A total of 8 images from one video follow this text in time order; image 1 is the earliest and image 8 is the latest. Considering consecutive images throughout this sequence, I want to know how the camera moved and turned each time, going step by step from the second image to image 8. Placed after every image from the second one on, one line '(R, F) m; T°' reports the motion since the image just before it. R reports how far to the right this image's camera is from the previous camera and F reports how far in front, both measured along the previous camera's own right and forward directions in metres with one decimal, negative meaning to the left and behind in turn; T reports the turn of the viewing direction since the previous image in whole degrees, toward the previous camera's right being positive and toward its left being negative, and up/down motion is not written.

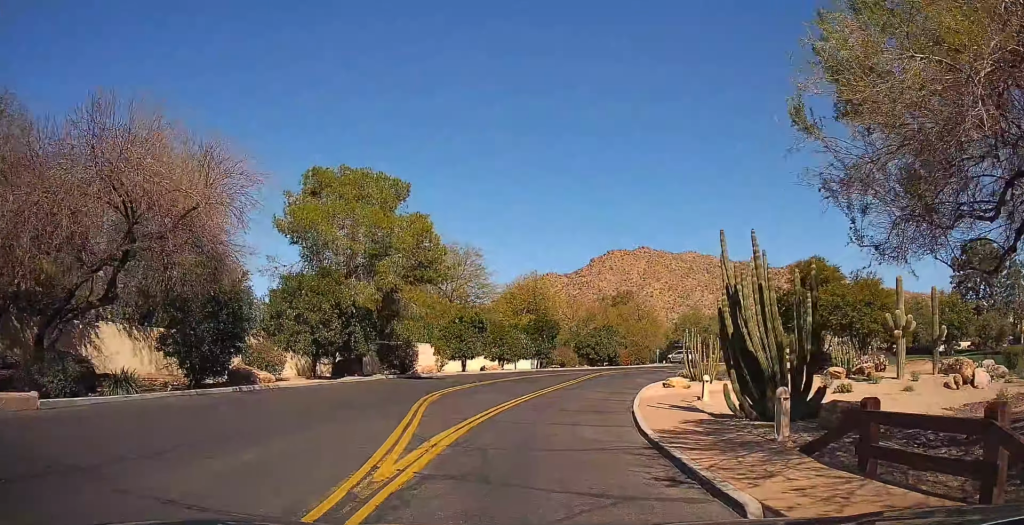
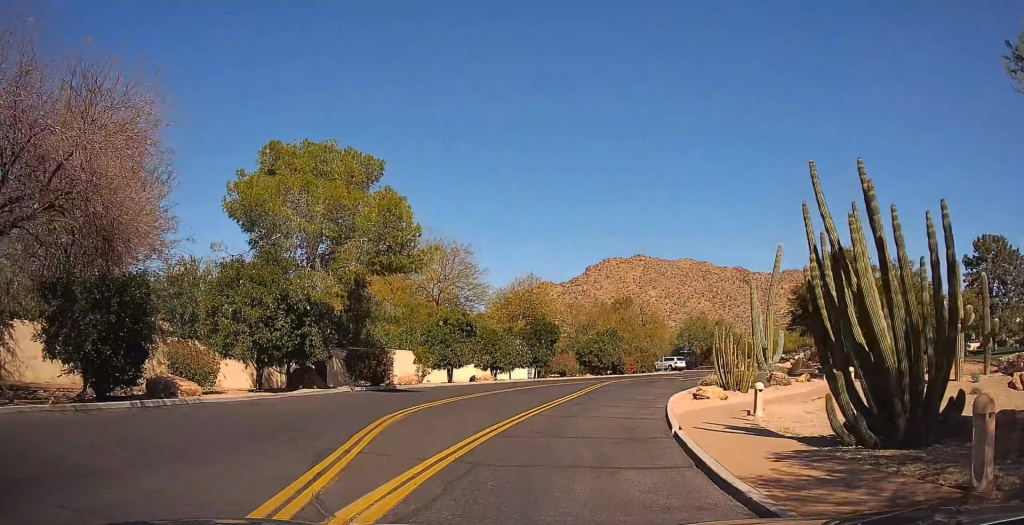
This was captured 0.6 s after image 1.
(-0.2, +4.6) m; +4°
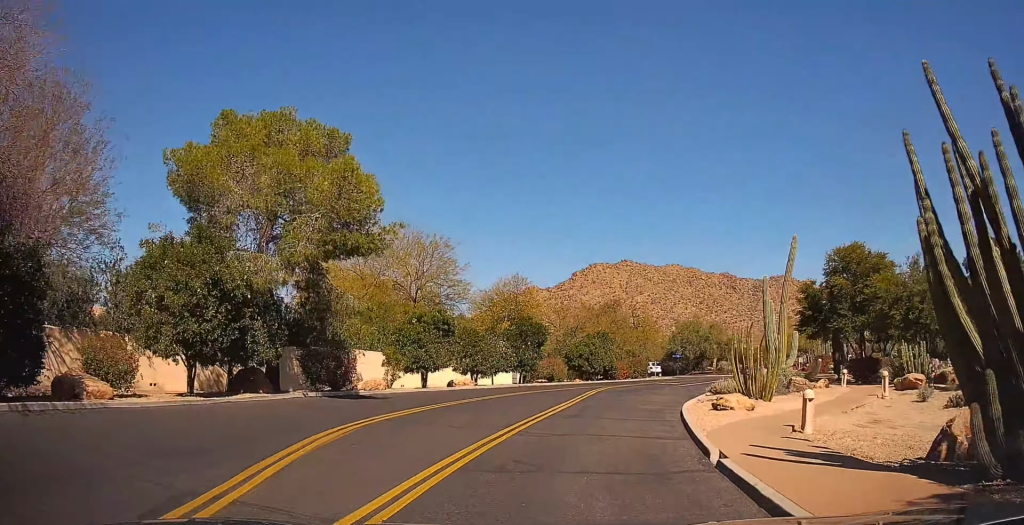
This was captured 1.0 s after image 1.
(+0.3, +3.7) m; +3°
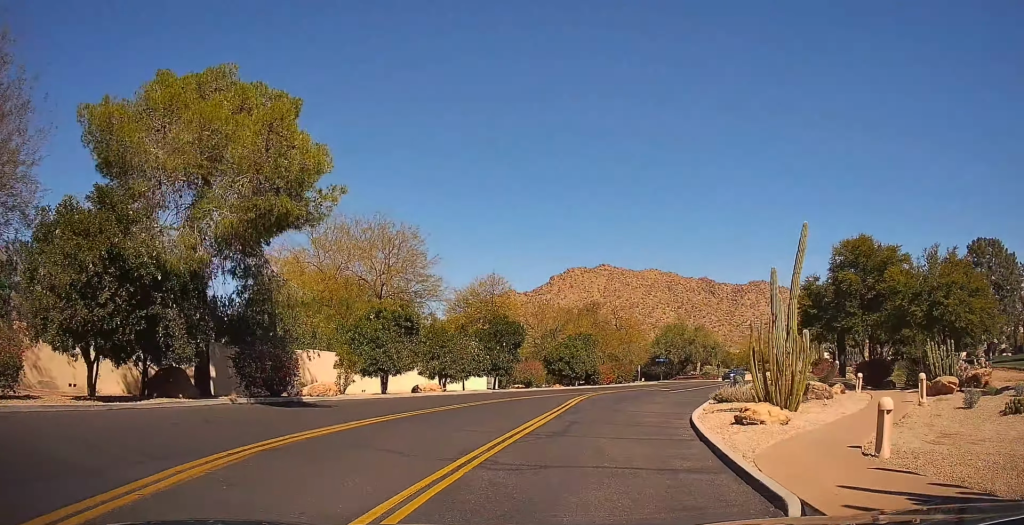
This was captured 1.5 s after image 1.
(+0.2, +3.7) m; +3°
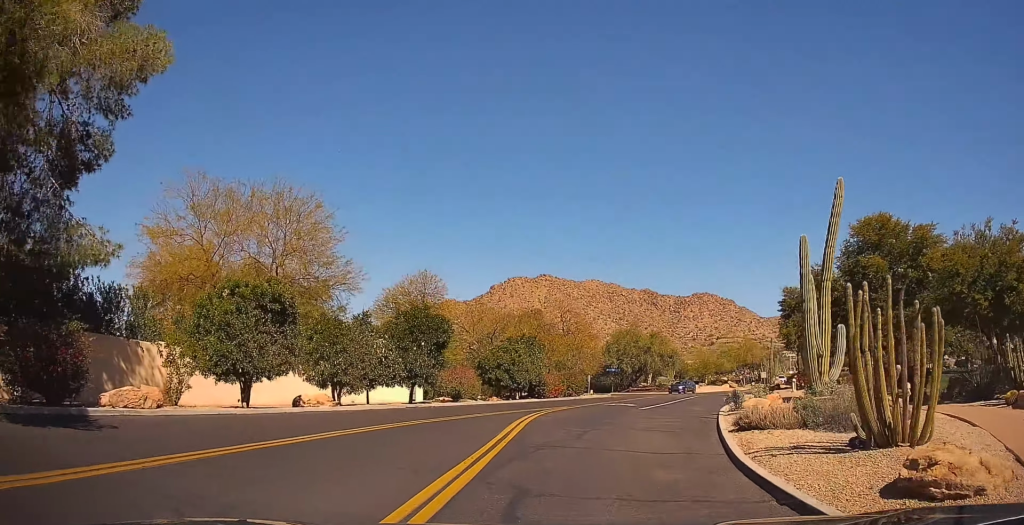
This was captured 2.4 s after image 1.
(+0.4, +9.0) m; +5°
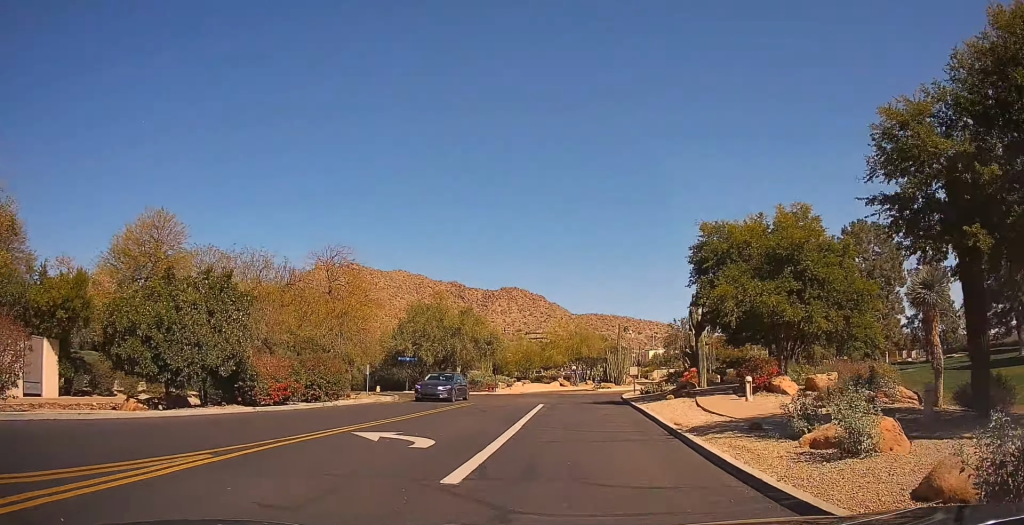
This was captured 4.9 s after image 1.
(+2.7, +23.2) m; +12°
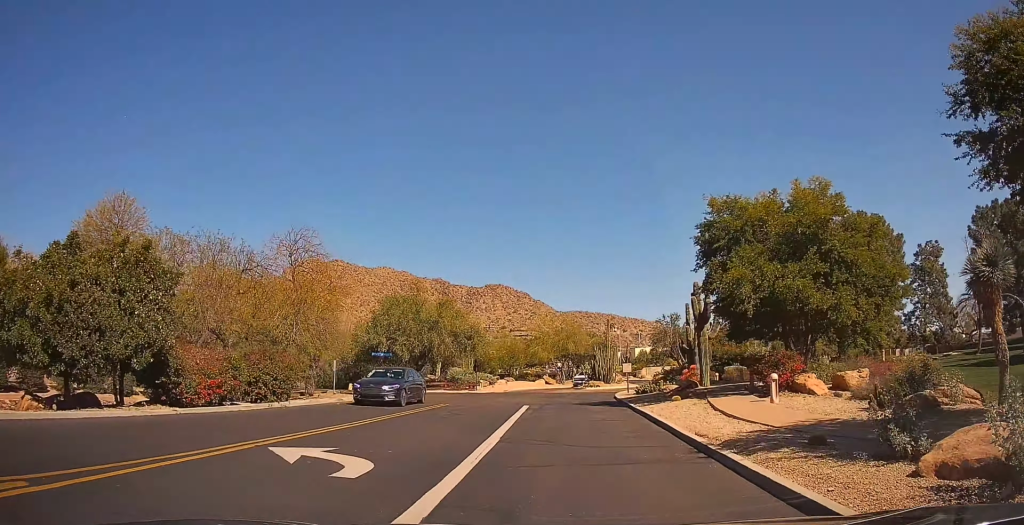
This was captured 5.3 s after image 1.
(+0.1, +4.2) m; +2°
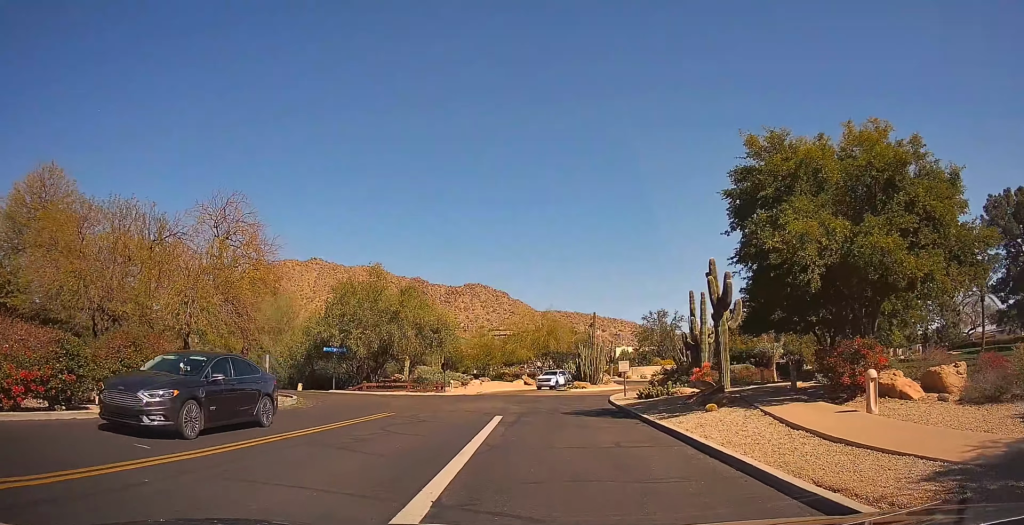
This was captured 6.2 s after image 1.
(+0.2, +7.4) m; +2°
